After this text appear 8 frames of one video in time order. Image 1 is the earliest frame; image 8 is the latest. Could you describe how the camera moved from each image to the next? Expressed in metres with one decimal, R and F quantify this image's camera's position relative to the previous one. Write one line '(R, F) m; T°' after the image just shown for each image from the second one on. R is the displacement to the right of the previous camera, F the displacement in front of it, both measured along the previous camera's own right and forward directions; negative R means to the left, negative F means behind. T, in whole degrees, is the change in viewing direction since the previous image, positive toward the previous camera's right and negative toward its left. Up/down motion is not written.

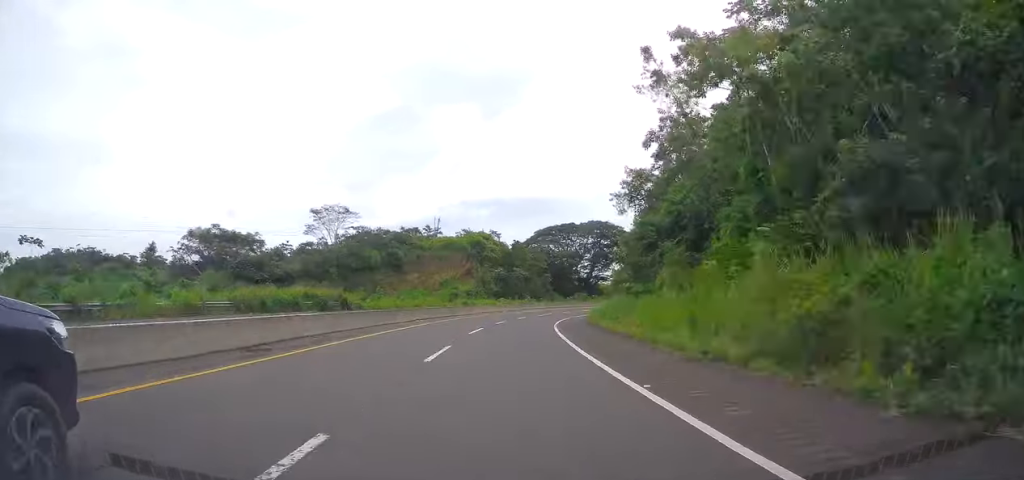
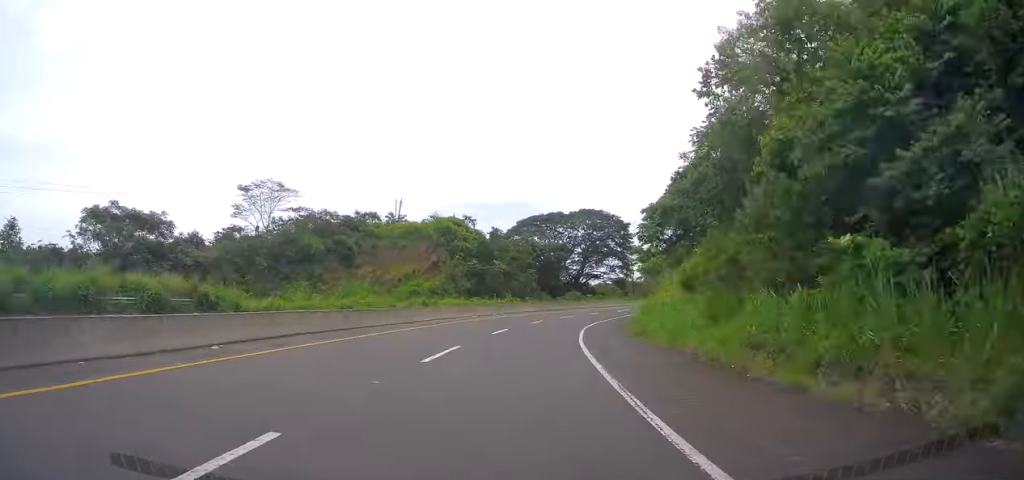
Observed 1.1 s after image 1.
(+0.1, +25.0) m; +3°
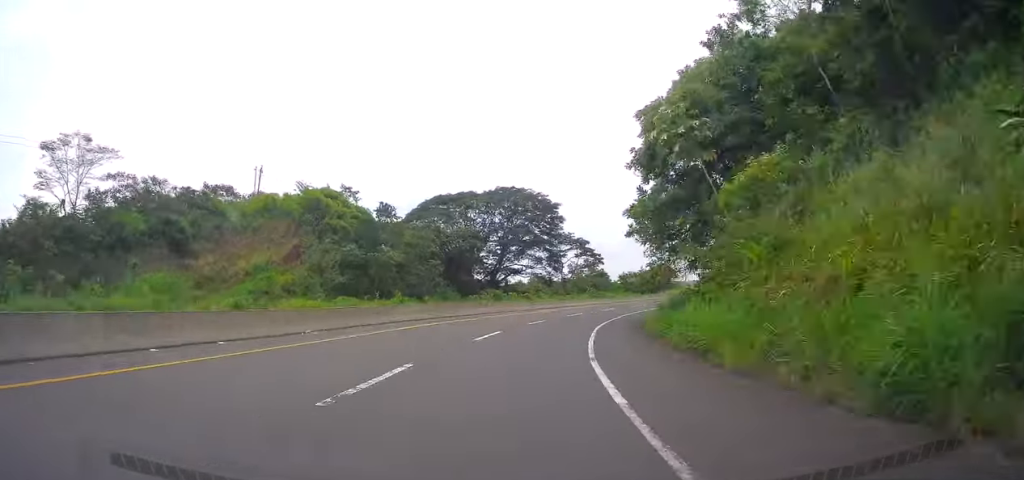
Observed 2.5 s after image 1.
(+0.2, +31.3) m; +6°
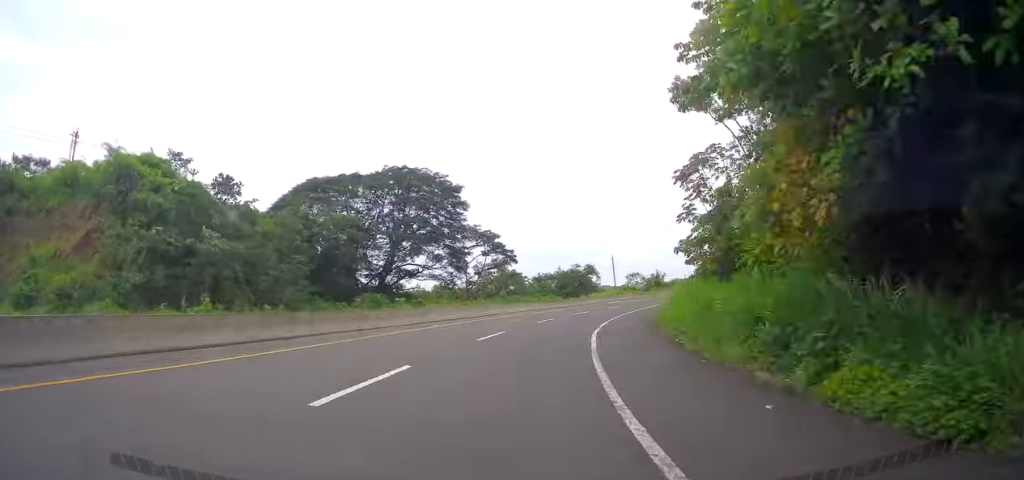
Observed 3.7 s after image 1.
(+2.6, +24.2) m; +9°
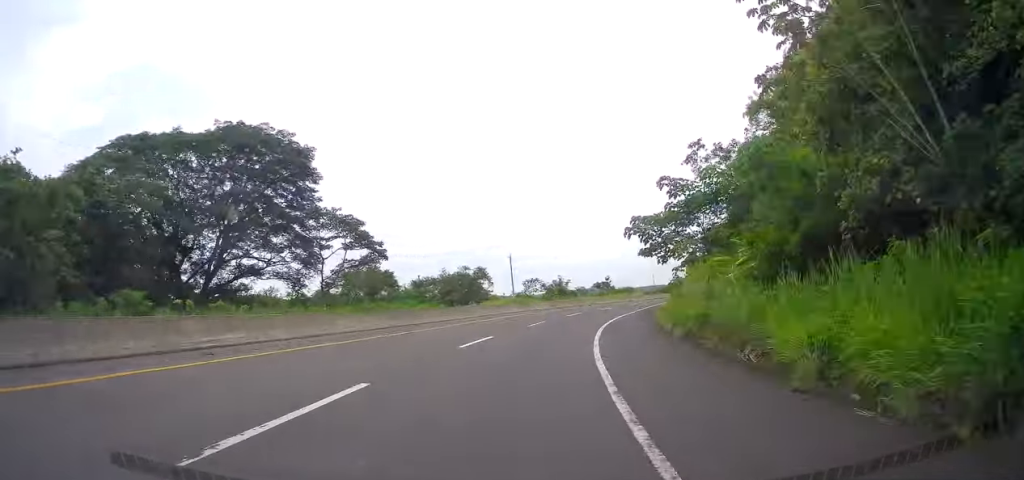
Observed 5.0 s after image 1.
(+1.7, +27.0) m; +11°
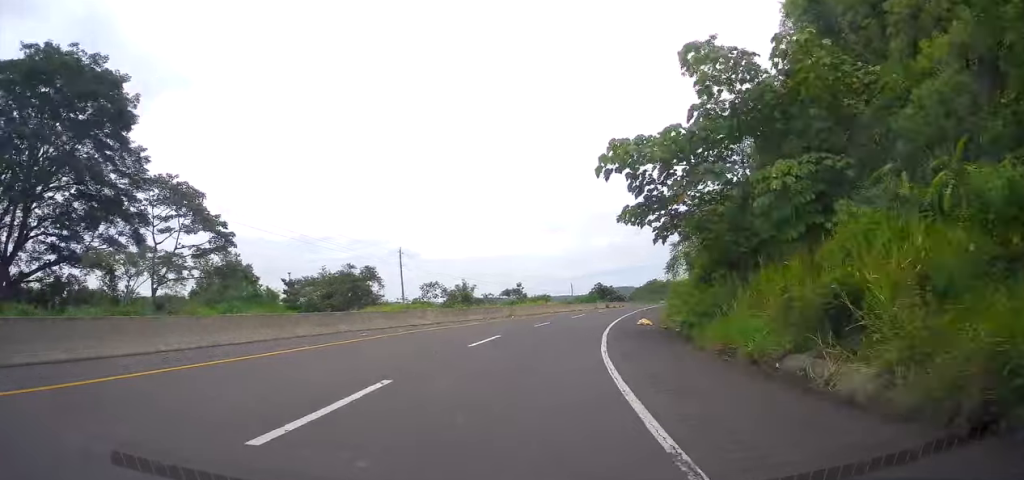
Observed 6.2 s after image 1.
(+2.4, +23.1) m; +10°
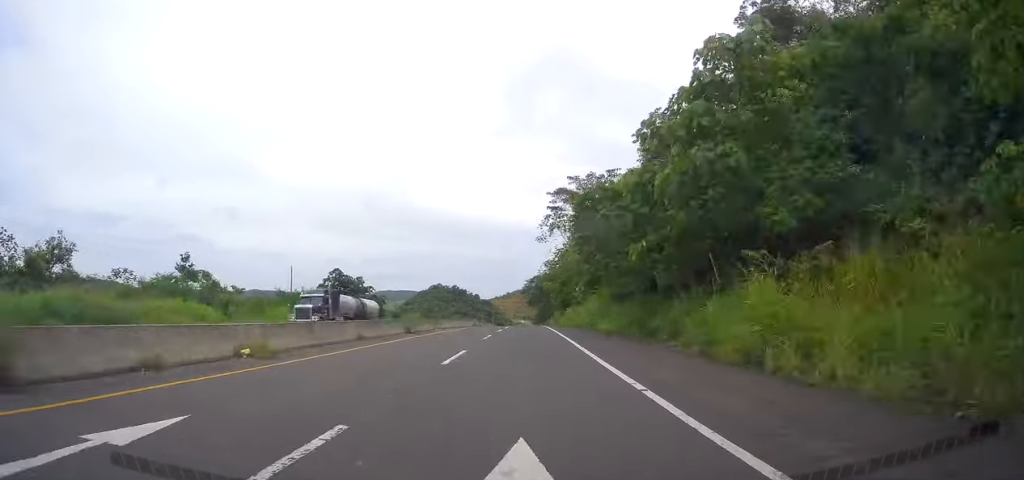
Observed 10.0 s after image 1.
(+18.2, +73.1) m; +22°
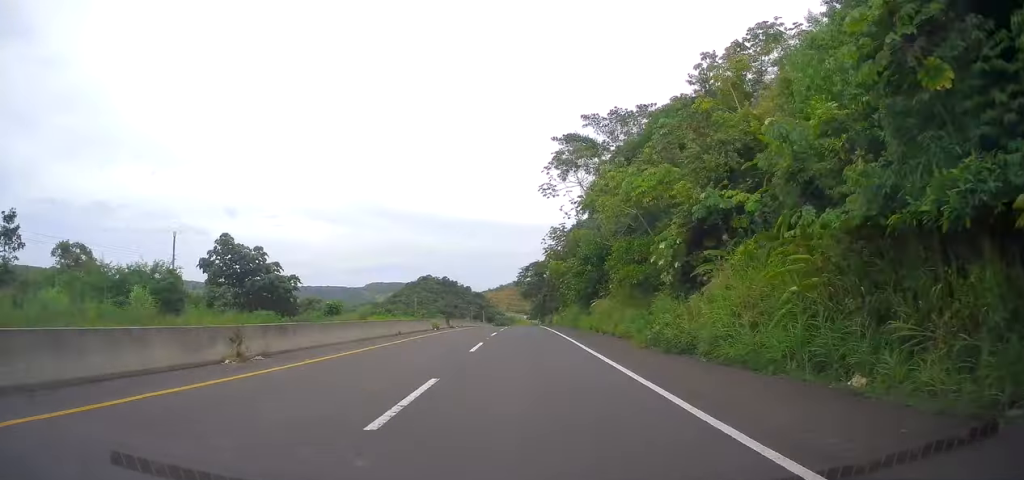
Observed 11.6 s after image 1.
(+1.2, +32.3) m; +2°
